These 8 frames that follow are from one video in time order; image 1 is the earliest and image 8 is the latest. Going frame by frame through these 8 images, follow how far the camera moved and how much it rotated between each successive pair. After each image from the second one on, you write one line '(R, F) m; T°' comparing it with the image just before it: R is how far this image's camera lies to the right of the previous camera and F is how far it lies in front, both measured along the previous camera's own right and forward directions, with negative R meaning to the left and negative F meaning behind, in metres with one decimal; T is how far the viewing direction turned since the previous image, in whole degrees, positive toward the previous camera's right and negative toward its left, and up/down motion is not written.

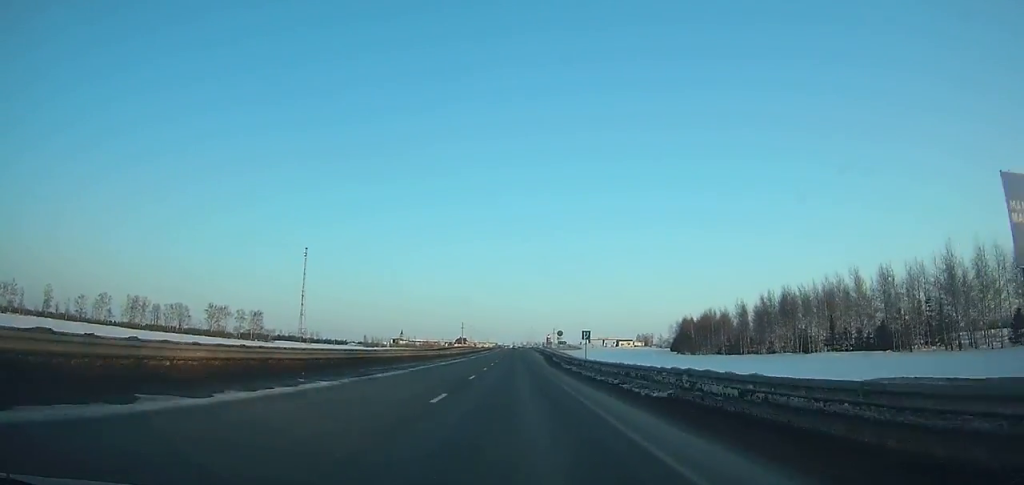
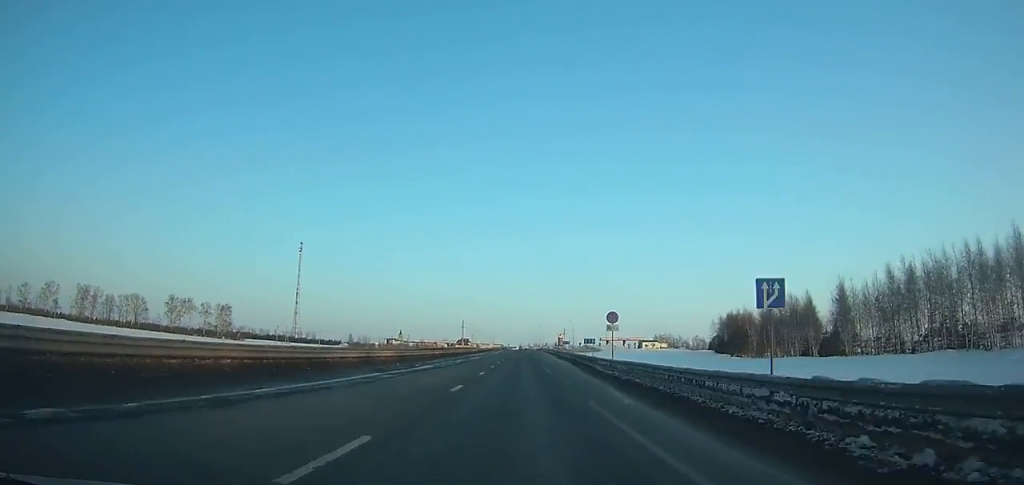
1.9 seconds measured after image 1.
(0.0, +44.0) m; 0°
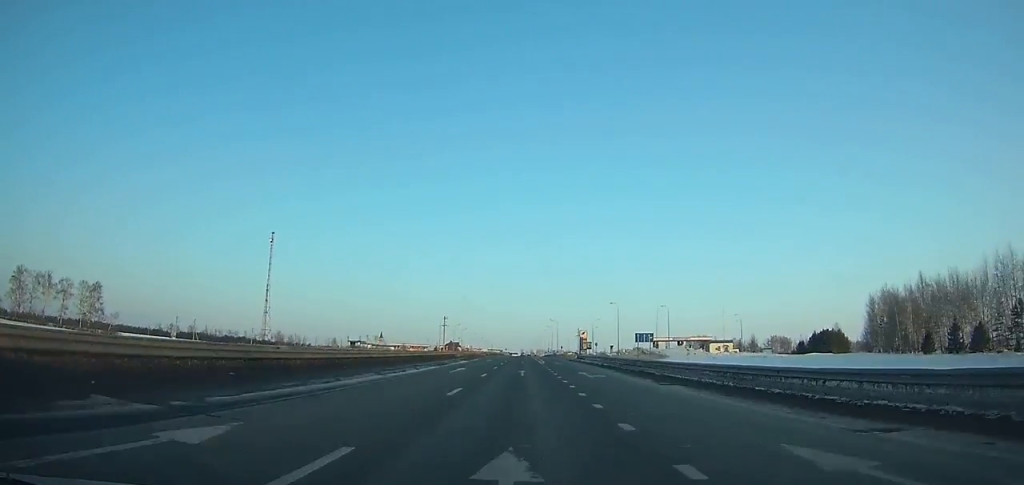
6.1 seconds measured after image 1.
(-0.1, +96.3) m; 0°
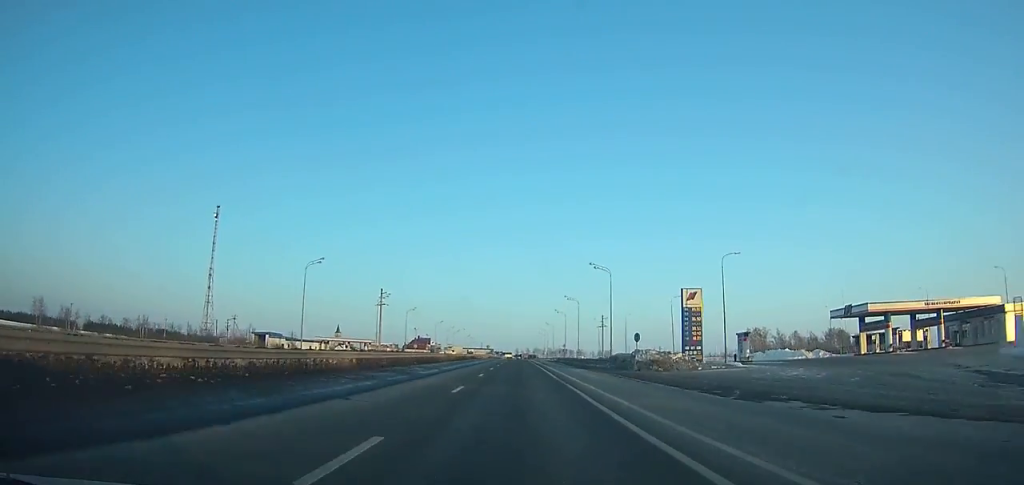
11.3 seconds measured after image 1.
(+0.1, +114.4) m; 0°
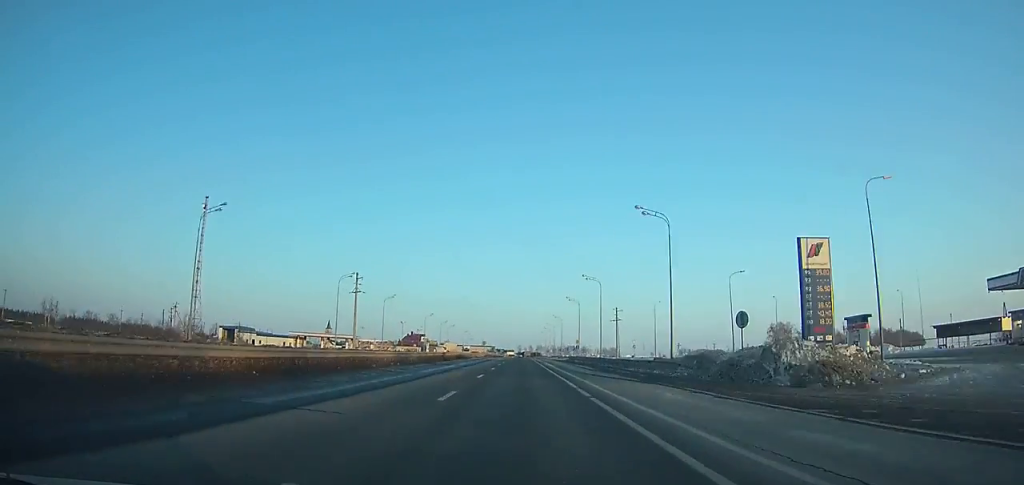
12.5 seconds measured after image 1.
(-0.1, +25.3) m; 0°
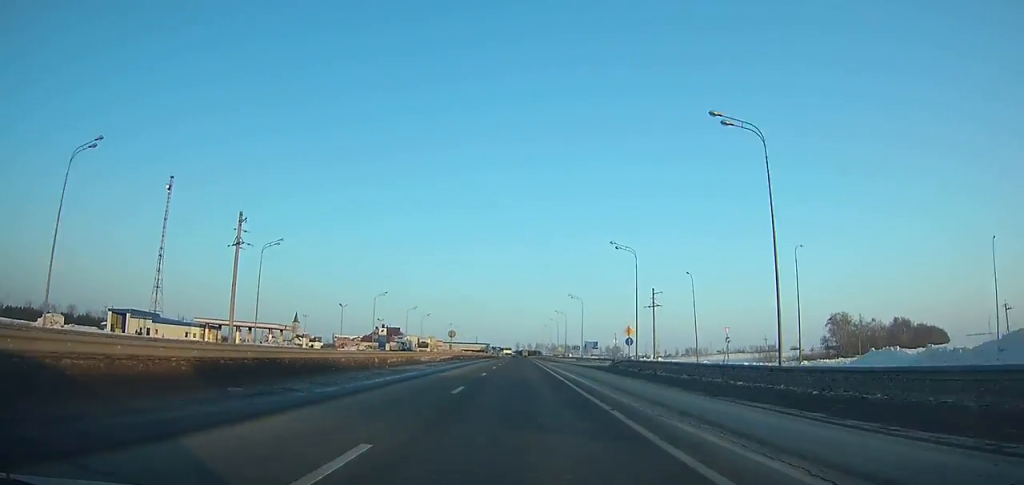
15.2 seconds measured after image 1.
(+0.2, +55.3) m; 0°
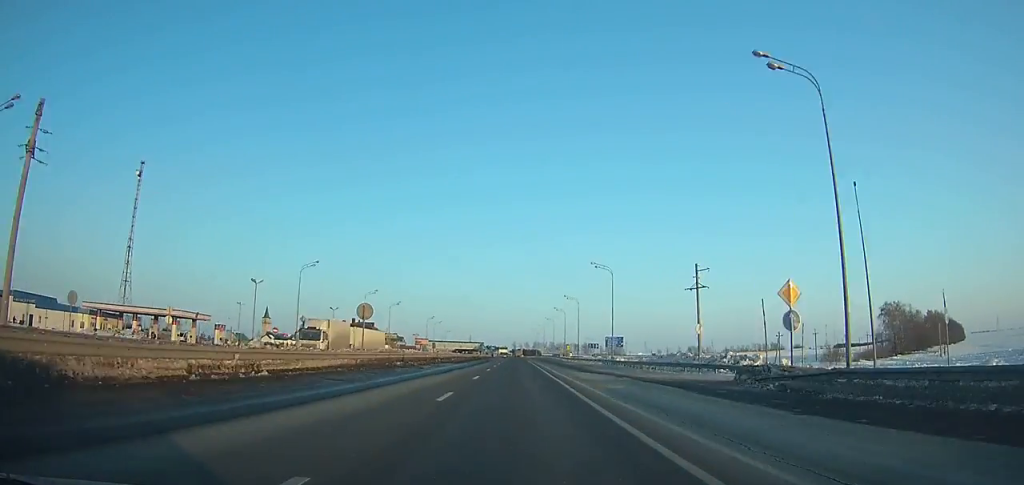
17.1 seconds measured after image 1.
(+0.1, +38.0) m; 0°
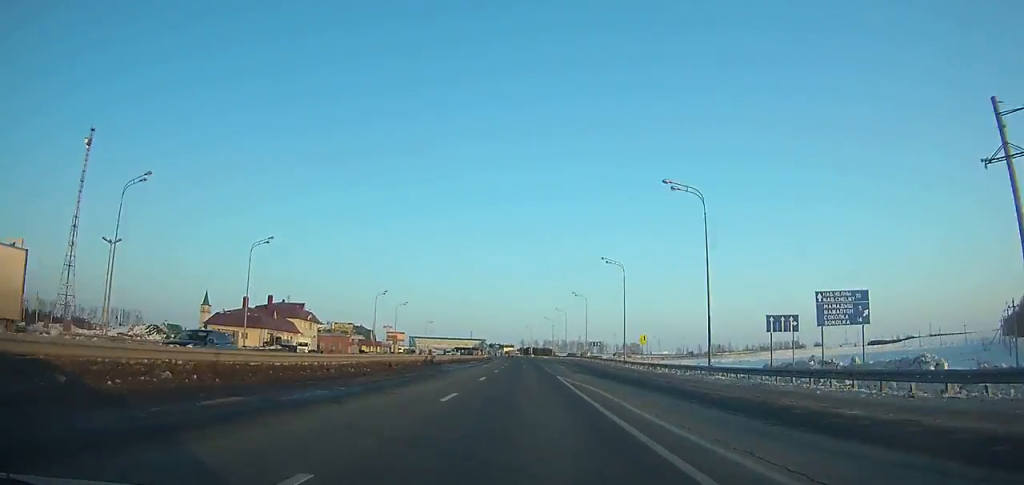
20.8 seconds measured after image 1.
(-0.2, +72.5) m; 0°
